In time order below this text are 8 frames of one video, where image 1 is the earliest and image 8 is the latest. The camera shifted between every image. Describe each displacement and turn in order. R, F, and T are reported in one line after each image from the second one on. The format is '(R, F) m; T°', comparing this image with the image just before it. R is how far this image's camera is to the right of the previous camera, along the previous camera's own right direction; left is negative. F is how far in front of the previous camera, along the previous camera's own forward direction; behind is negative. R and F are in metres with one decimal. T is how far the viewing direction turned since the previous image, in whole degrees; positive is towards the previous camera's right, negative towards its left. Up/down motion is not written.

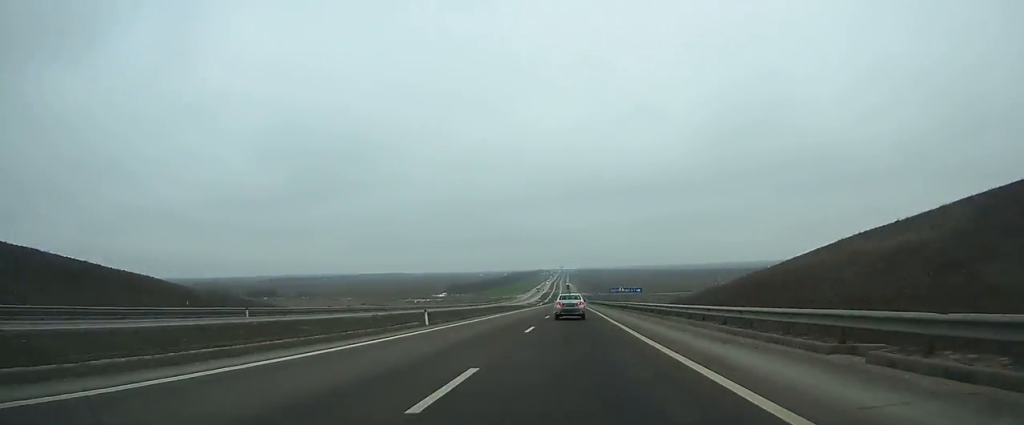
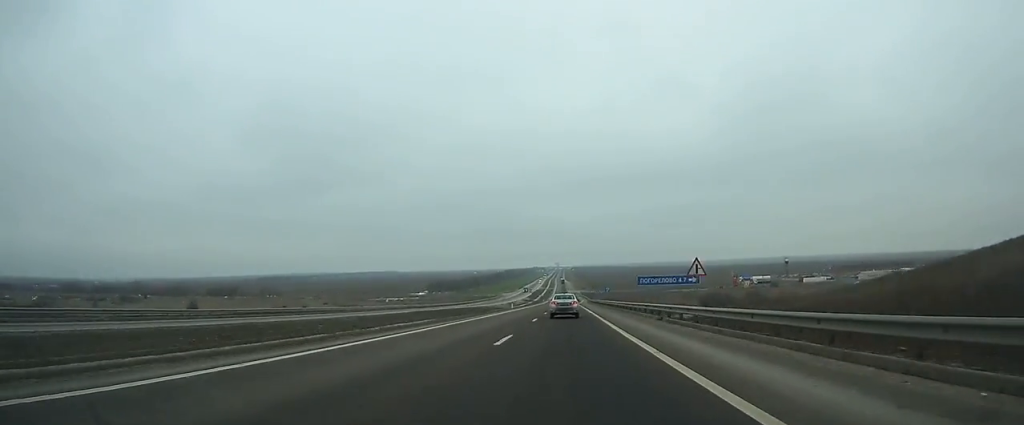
(0.0, +53.3) m; 0°
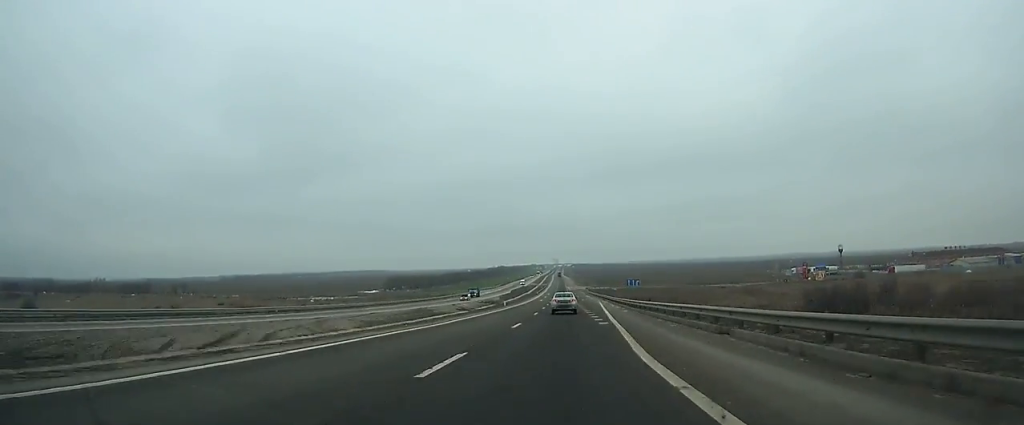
(-0.1, +101.3) m; 0°
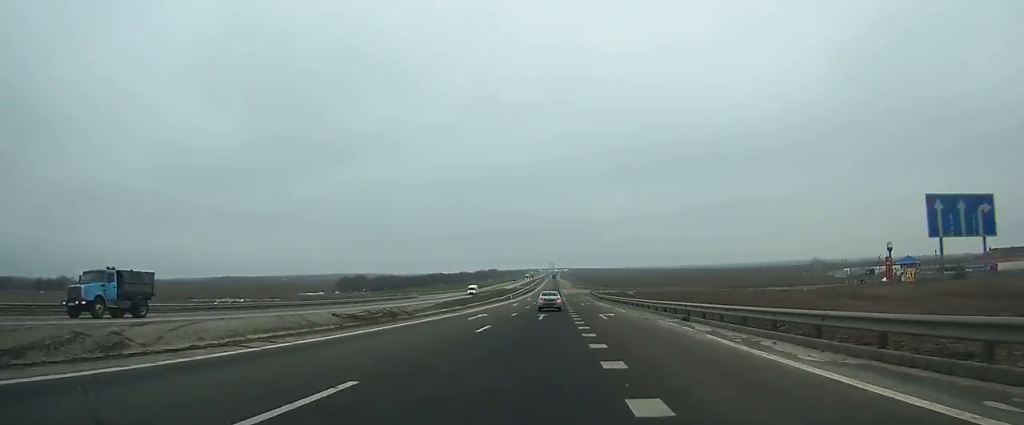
(0.0, +68.0) m; -1°
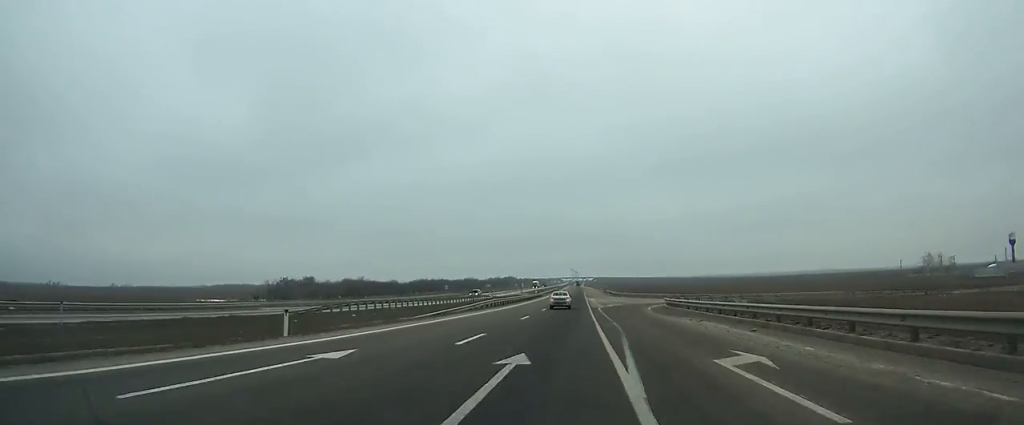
(-1.3, +87.1) m; -1°
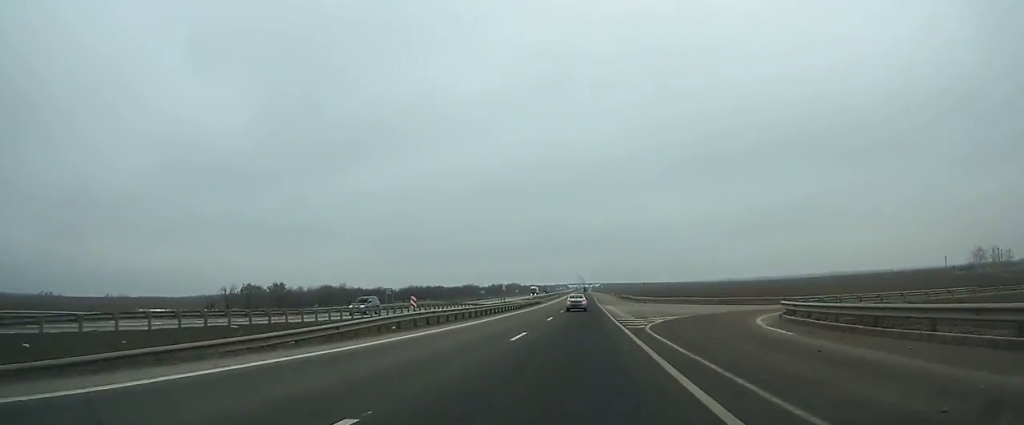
(-0.1, +29.4) m; 0°
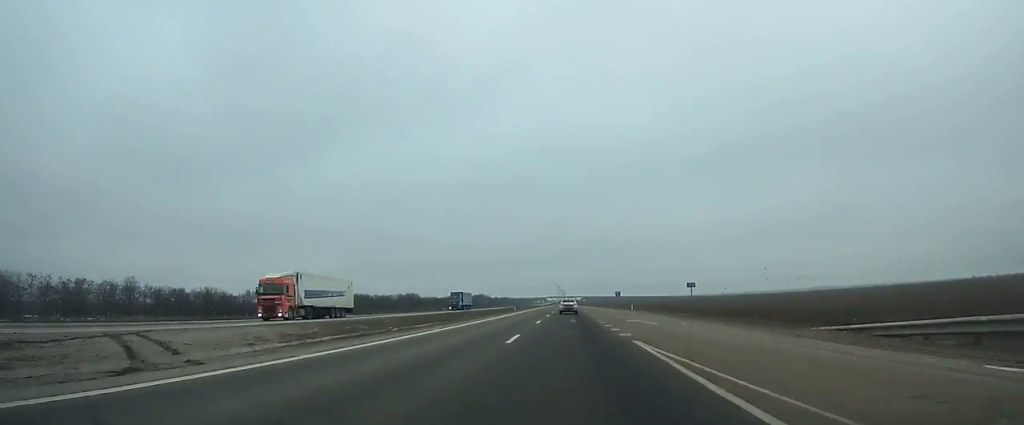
(+1.6, +114.9) m; +1°
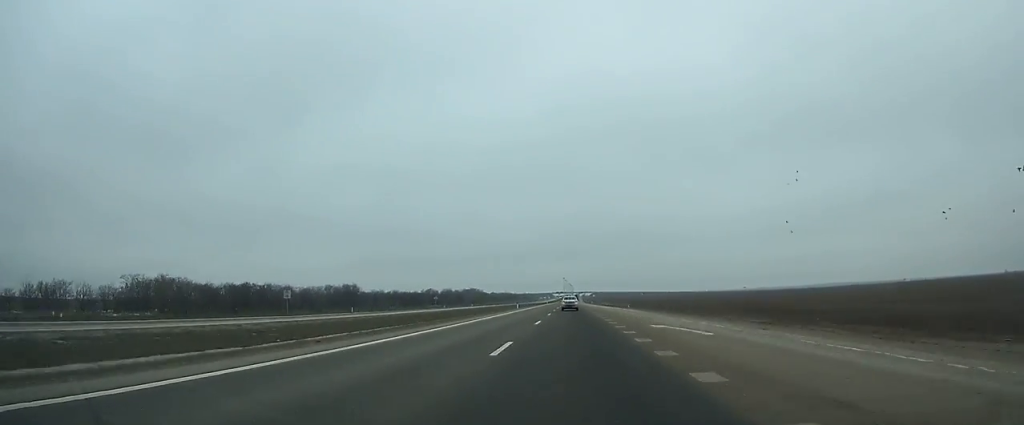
(-0.2, +100.4) m; -1°
